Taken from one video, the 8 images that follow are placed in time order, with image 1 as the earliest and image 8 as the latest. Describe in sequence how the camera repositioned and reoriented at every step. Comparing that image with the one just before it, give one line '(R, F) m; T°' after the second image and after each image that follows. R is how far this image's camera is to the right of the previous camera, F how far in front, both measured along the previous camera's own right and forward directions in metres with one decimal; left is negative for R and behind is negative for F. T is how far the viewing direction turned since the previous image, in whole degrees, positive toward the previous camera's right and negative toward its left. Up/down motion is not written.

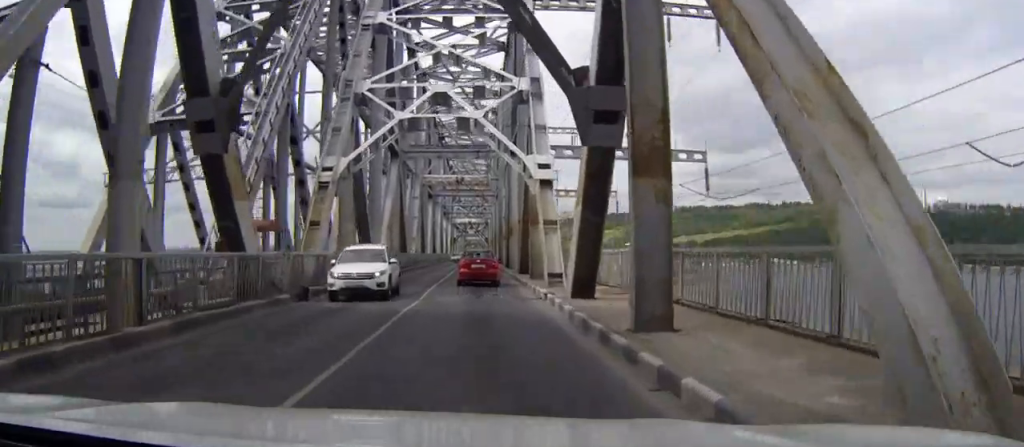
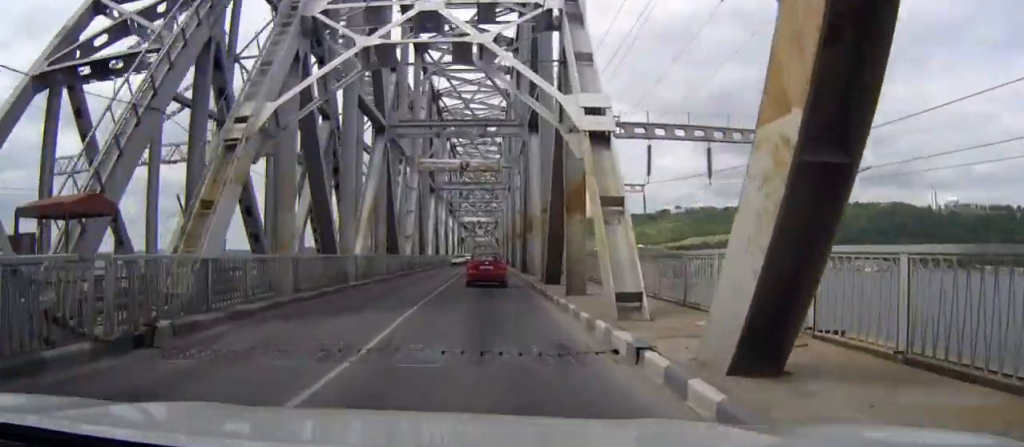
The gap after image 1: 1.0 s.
(+0.1, +11.8) m; 0°
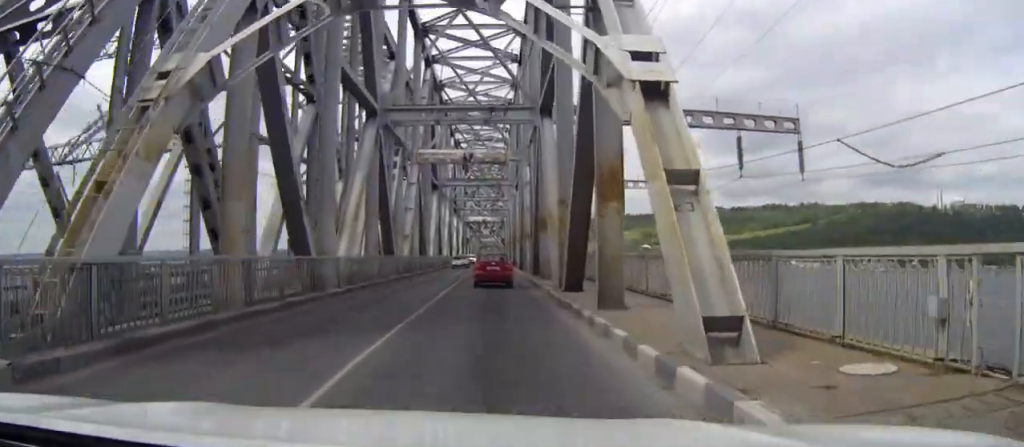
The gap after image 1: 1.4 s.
(0.0, +5.2) m; 0°
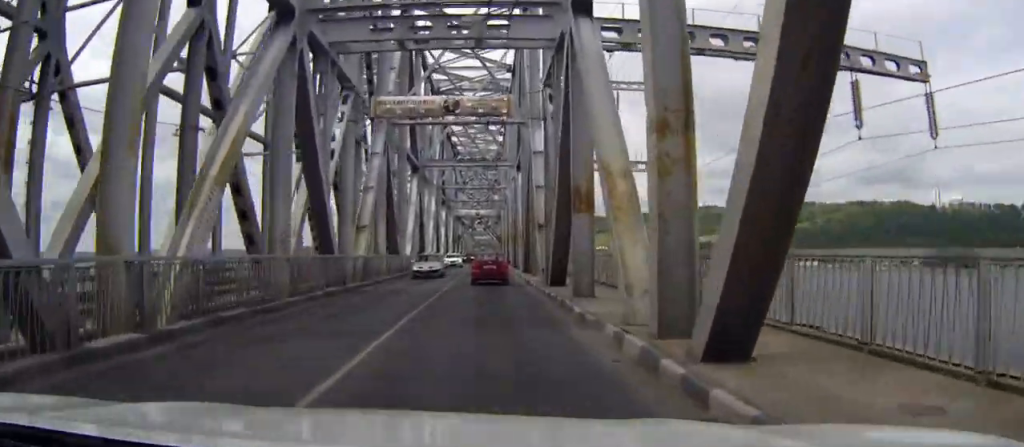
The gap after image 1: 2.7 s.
(-0.1, +16.0) m; 0°
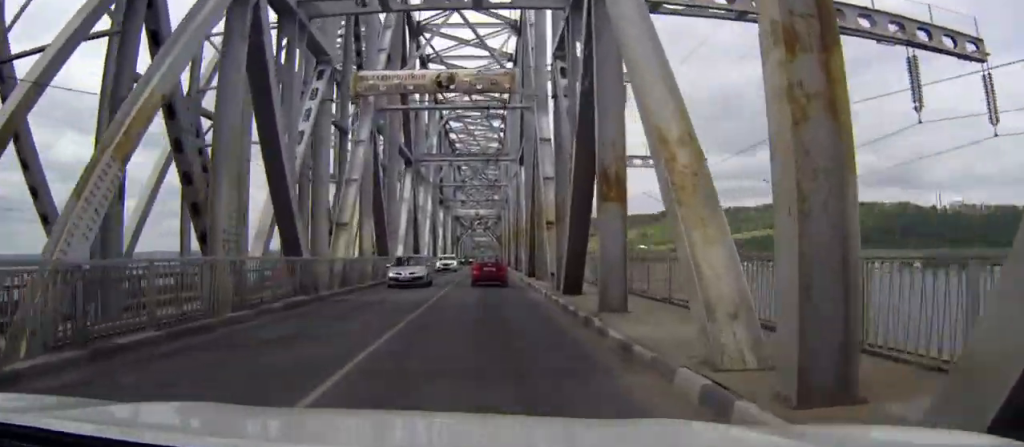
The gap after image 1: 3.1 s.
(+0.1, +4.8) m; 0°
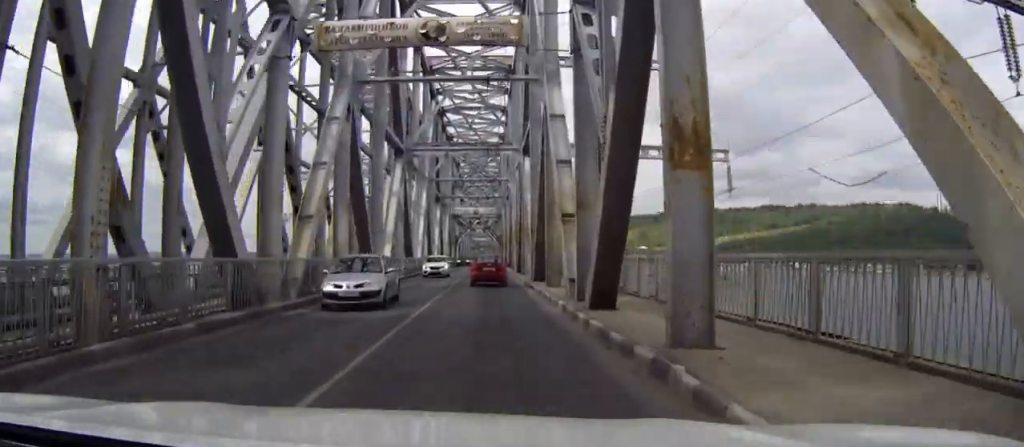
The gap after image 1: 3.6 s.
(0.0, +6.0) m; 0°
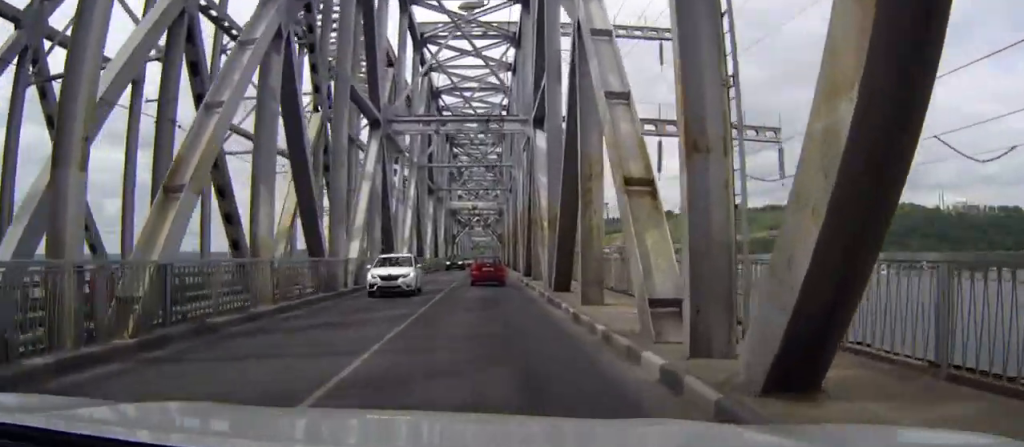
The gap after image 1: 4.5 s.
(0.0, +10.3) m; 0°
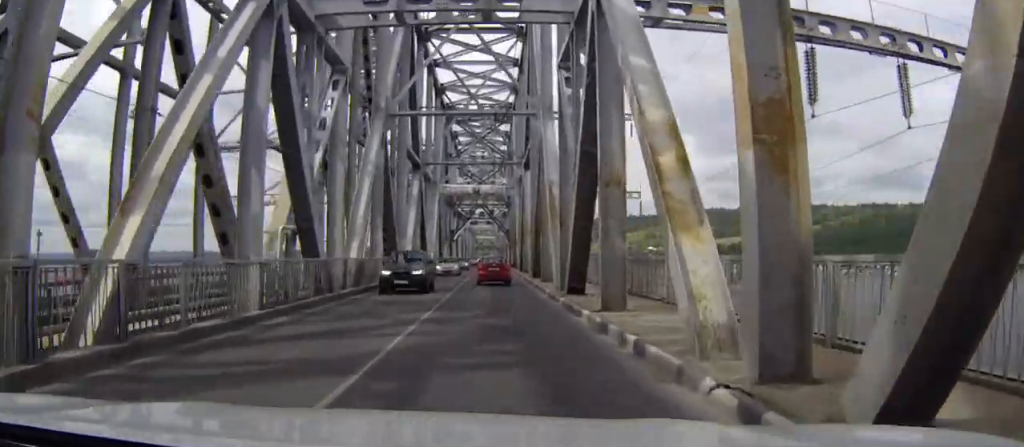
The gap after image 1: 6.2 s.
(+0.1, +20.1) m; 0°
